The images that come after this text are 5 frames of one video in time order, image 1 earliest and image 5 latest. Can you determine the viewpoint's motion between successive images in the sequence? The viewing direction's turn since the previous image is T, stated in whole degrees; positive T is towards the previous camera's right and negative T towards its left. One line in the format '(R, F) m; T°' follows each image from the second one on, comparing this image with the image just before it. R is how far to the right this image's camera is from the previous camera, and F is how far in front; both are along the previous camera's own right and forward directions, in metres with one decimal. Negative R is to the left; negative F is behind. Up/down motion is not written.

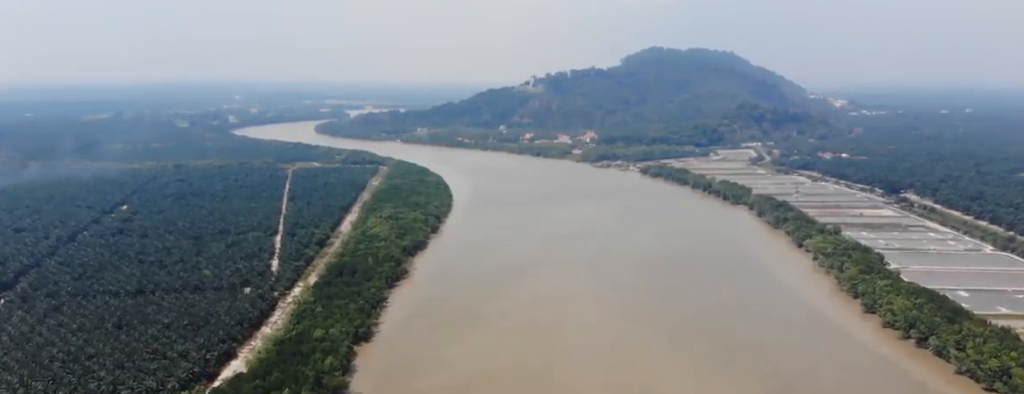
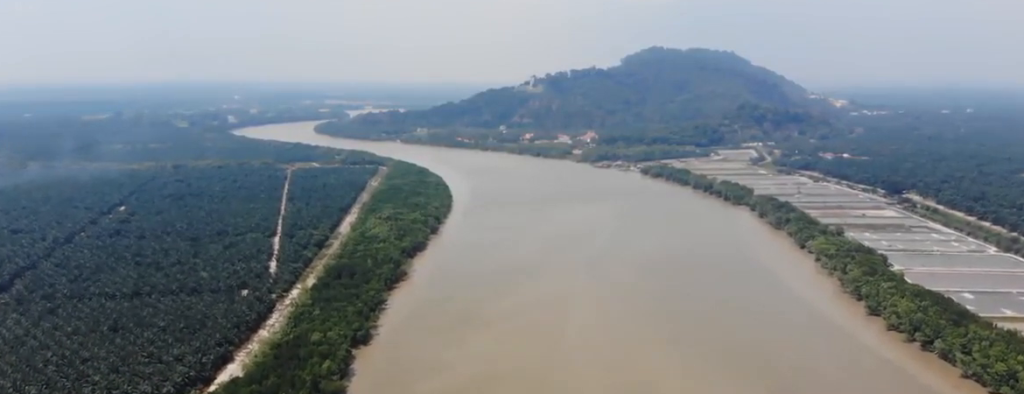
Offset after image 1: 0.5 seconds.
(0.0, +6.3) m; 0°
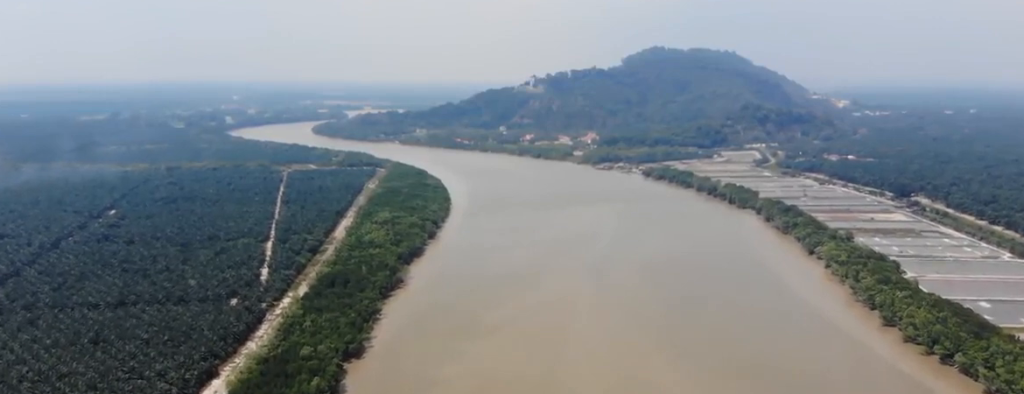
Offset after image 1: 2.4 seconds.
(+0.1, +24.2) m; +2°
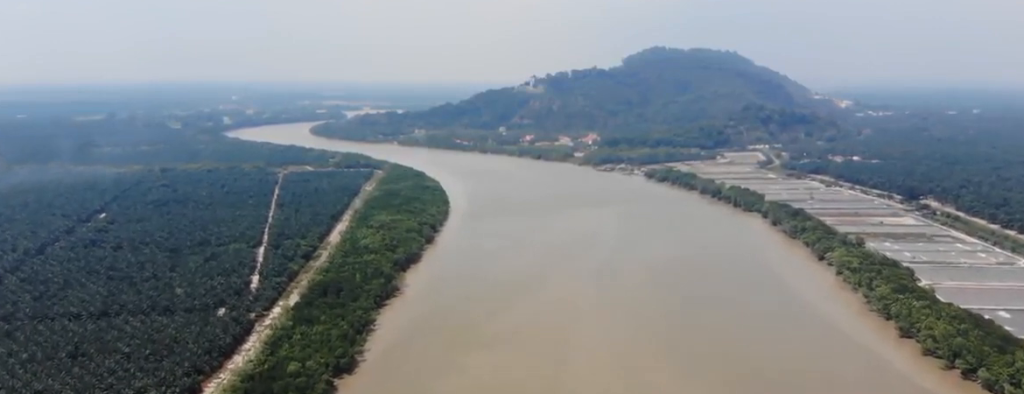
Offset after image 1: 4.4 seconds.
(-0.9, +24.9) m; -4°
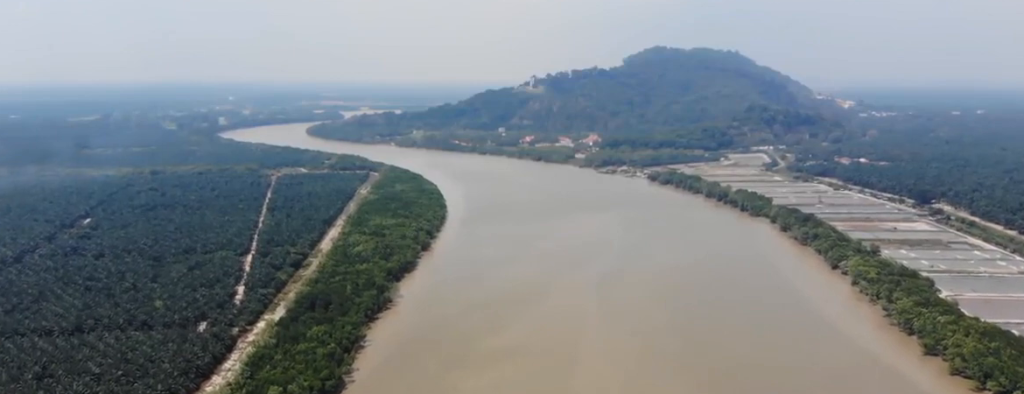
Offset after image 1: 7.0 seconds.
(+1.1, +33.8) m; +2°
